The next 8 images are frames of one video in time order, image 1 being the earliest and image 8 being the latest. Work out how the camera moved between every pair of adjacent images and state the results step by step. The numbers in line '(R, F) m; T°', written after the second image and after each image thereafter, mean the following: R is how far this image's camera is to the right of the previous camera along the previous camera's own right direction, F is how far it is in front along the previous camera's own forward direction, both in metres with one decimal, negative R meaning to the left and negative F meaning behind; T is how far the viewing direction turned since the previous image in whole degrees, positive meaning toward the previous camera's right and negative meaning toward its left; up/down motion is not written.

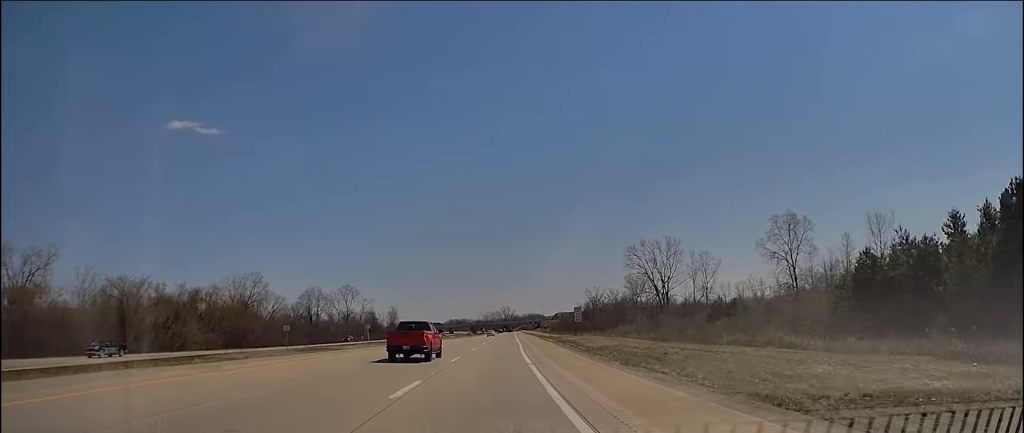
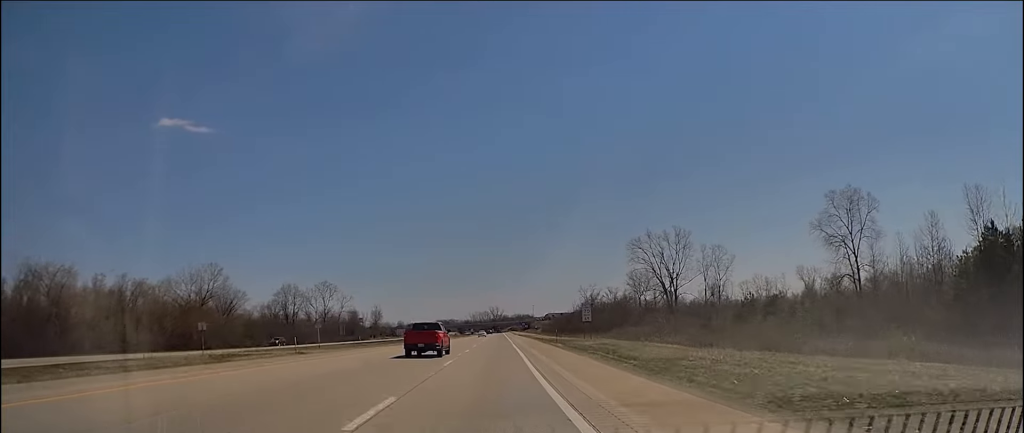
(+0.3, +19.3) m; +1°
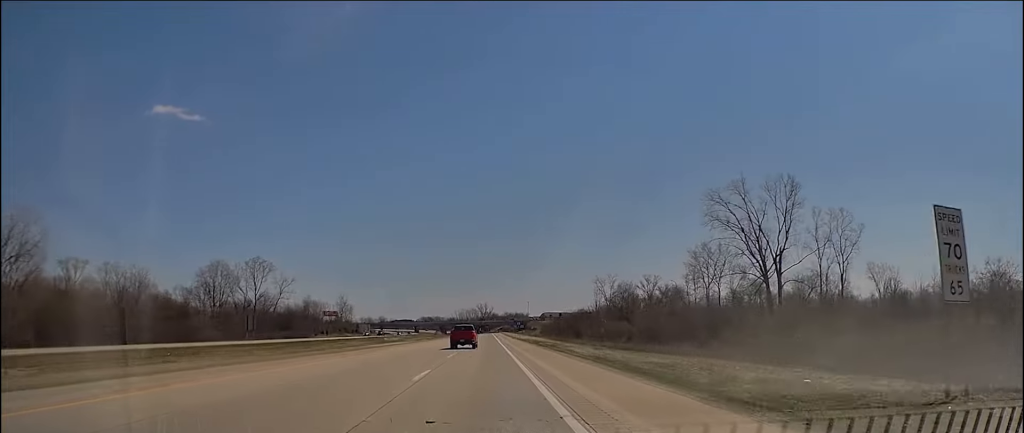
(+1.4, +66.6) m; +2°
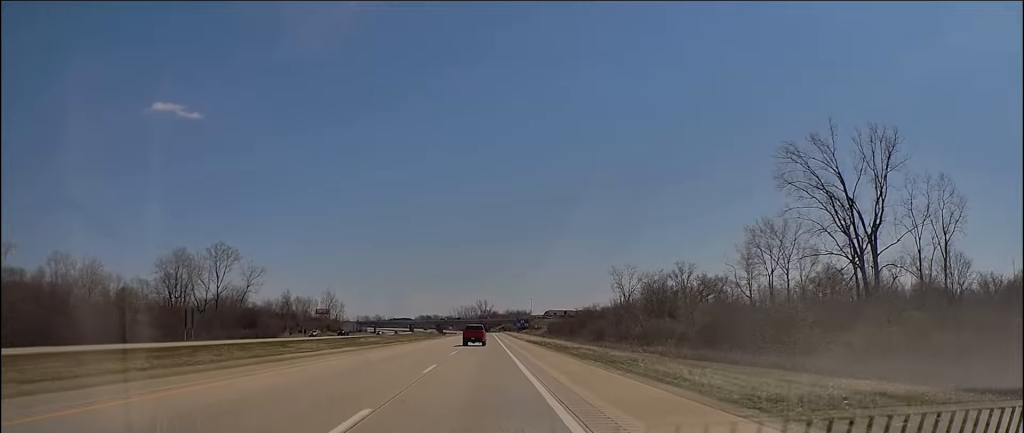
(0.0, +28.2) m; 0°
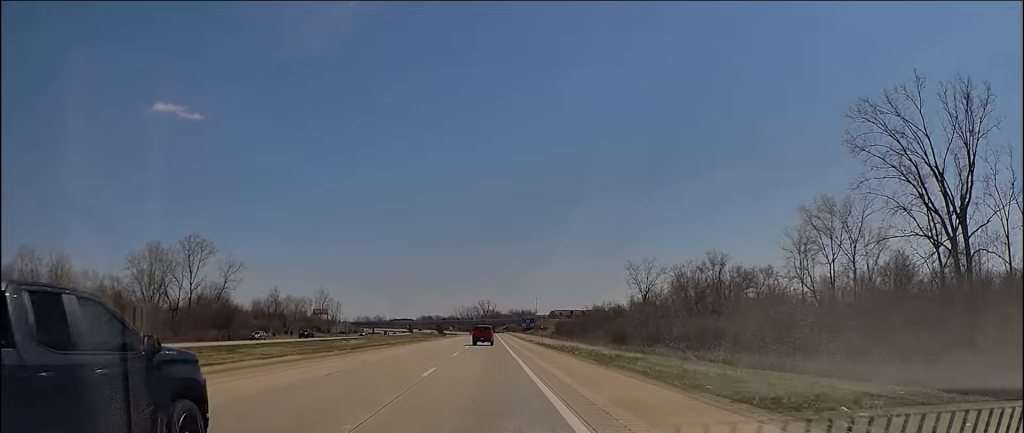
(-0.3, +17.5) m; 0°
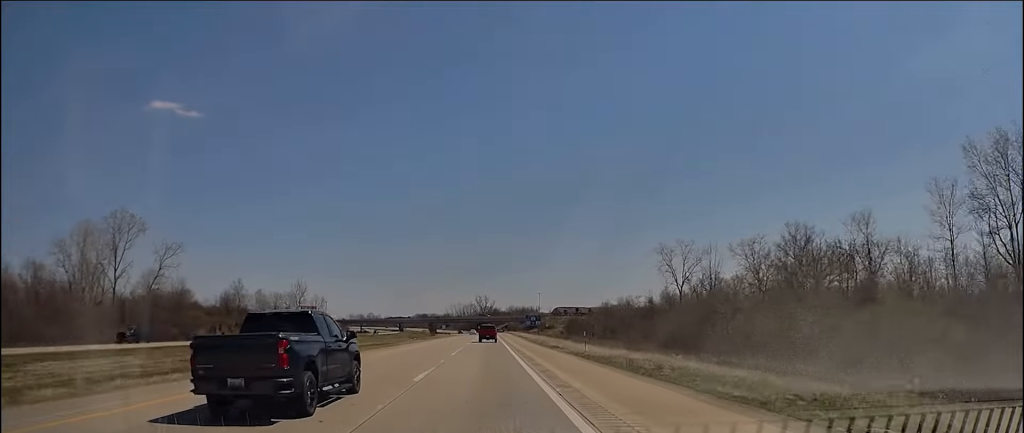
(+0.7, +32.9) m; 0°
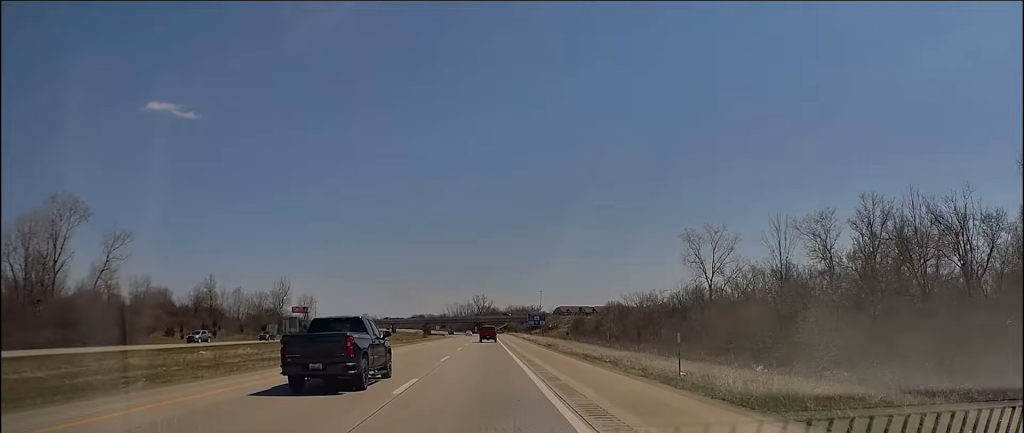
(-0.7, +19.3) m; 0°
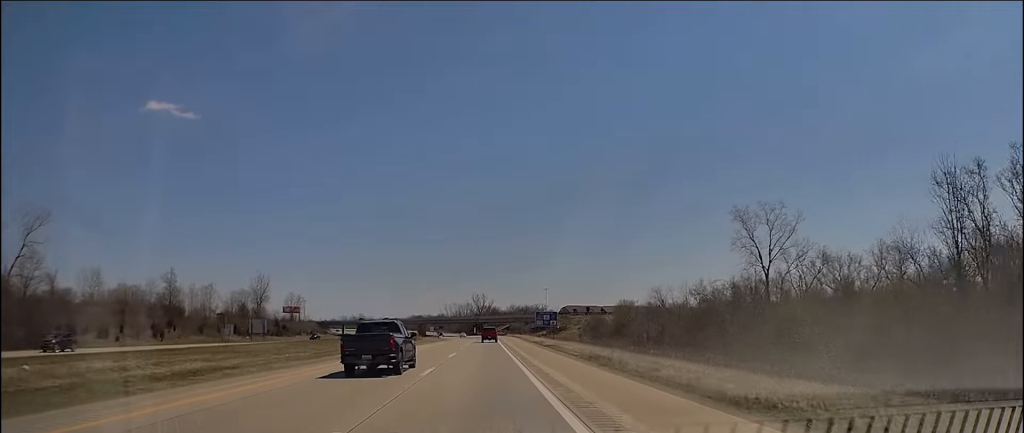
(+0.6, +24.2) m; 0°
